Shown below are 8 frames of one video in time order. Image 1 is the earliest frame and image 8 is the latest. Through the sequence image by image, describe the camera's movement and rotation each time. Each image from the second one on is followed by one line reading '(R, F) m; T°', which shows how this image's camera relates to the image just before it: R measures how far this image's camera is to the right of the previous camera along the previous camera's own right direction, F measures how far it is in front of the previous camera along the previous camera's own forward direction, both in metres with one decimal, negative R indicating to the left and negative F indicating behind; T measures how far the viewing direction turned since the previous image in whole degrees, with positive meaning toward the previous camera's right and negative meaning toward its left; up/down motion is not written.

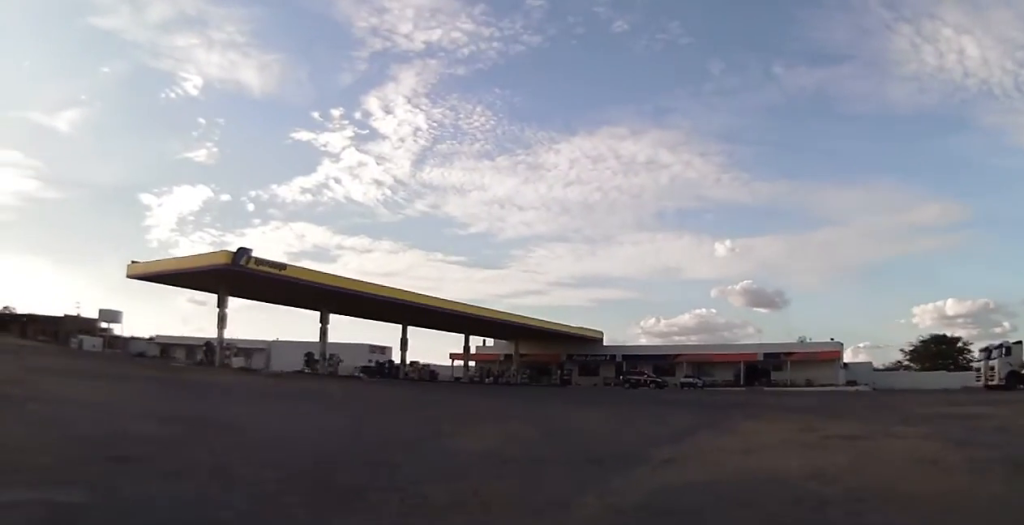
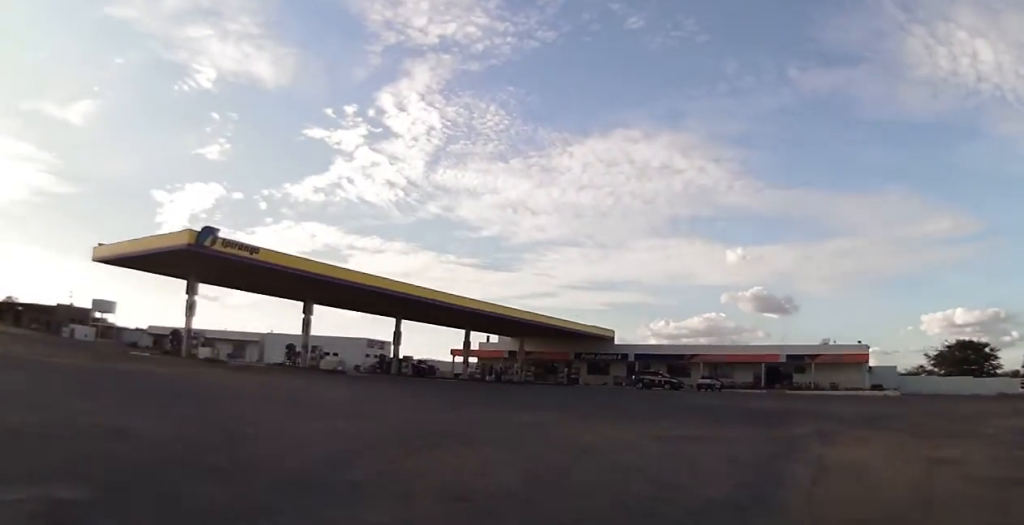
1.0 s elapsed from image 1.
(0.0, +5.8) m; 0°
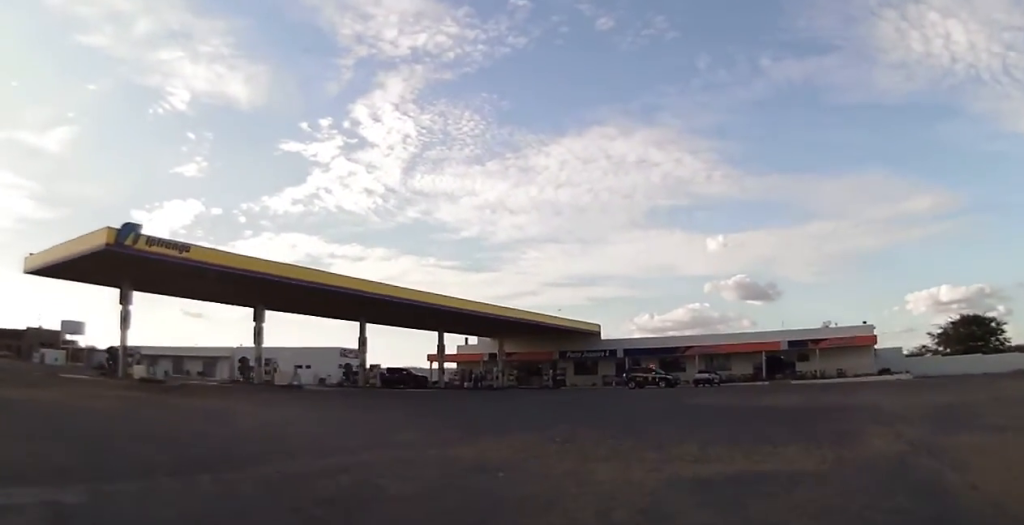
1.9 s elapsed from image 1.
(0.0, +5.5) m; 0°
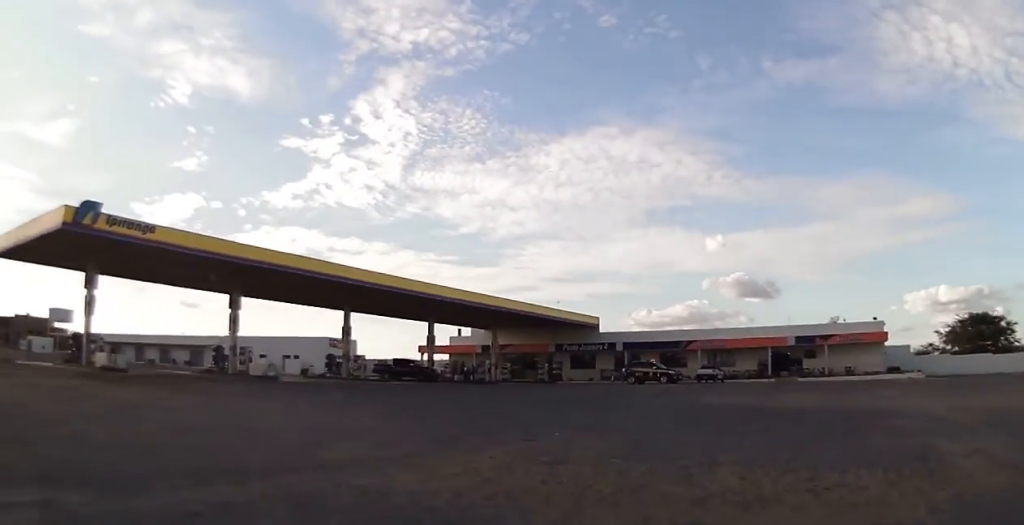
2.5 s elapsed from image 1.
(0.0, +2.9) m; 0°
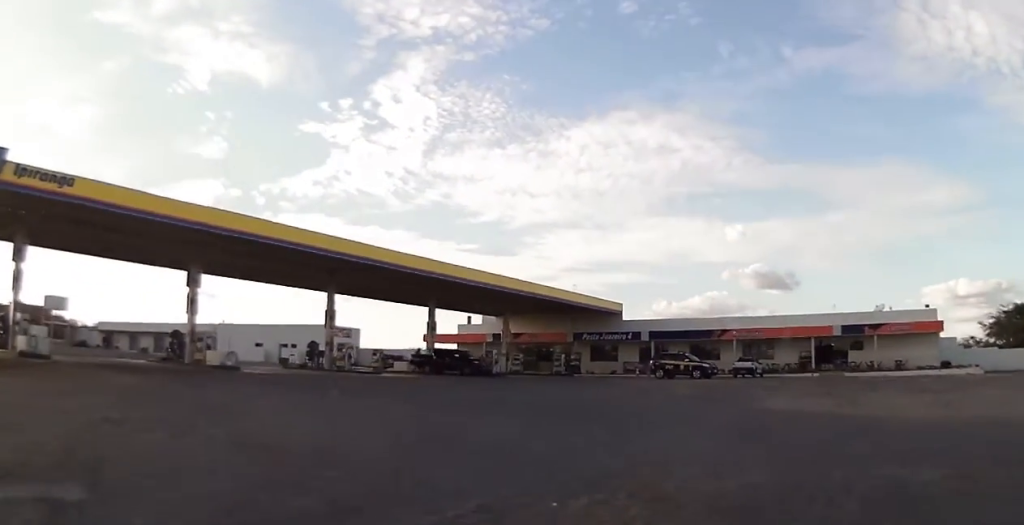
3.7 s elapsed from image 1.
(0.0, +6.7) m; 0°
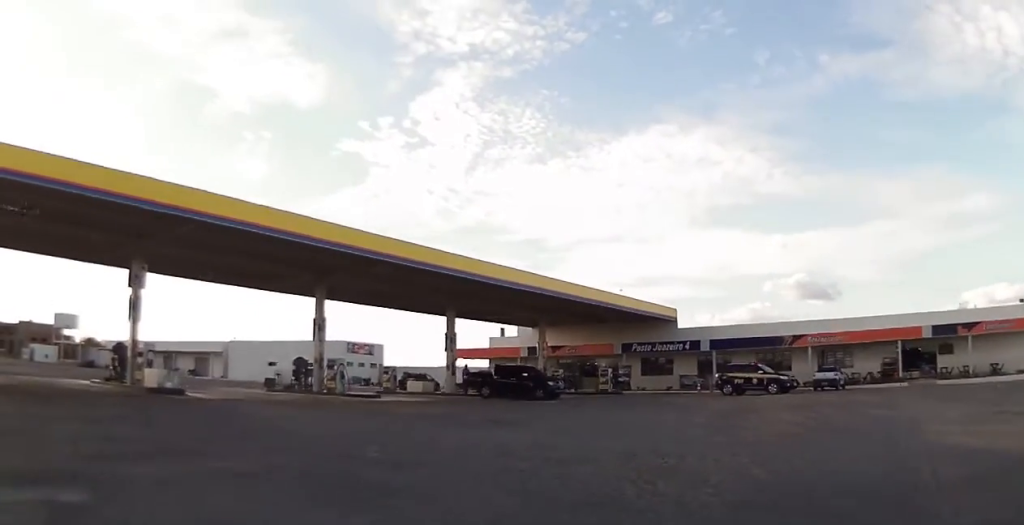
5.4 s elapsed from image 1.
(-0.1, +9.2) m; -3°
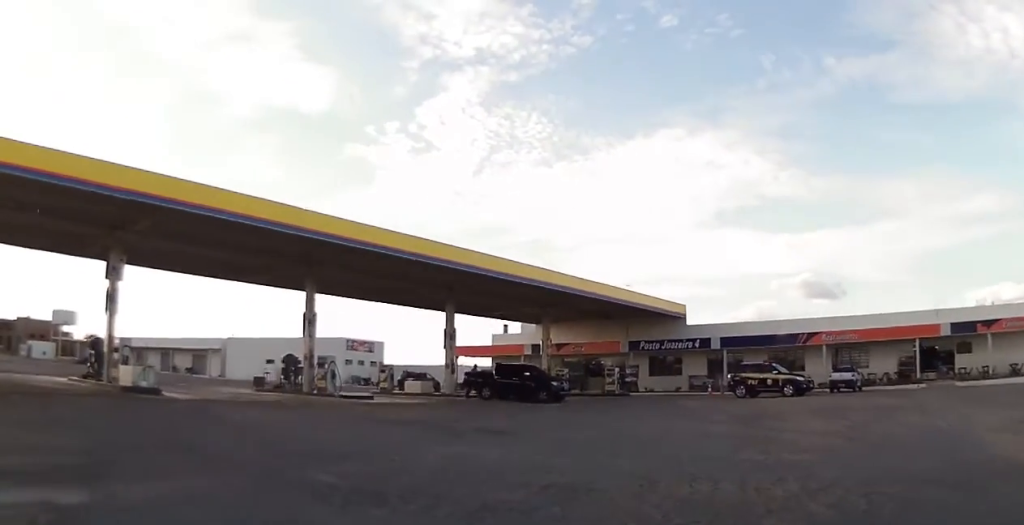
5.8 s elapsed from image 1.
(0.0, +1.9) m; -1°
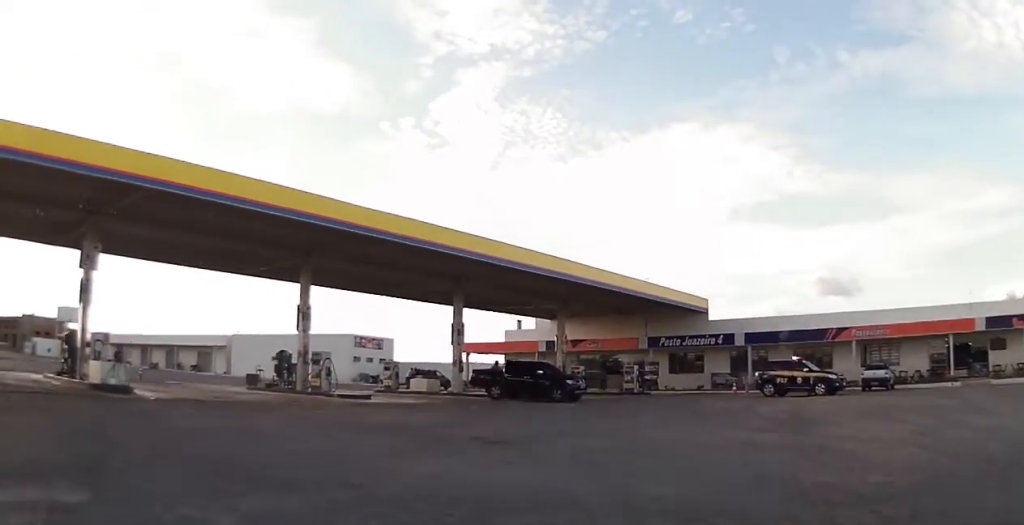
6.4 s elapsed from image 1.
(0.0, +2.5) m; -1°
